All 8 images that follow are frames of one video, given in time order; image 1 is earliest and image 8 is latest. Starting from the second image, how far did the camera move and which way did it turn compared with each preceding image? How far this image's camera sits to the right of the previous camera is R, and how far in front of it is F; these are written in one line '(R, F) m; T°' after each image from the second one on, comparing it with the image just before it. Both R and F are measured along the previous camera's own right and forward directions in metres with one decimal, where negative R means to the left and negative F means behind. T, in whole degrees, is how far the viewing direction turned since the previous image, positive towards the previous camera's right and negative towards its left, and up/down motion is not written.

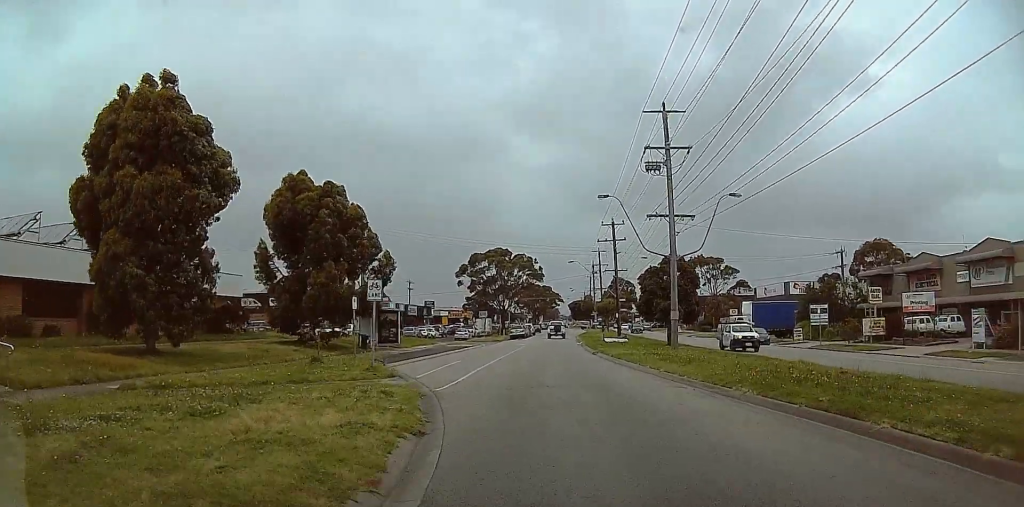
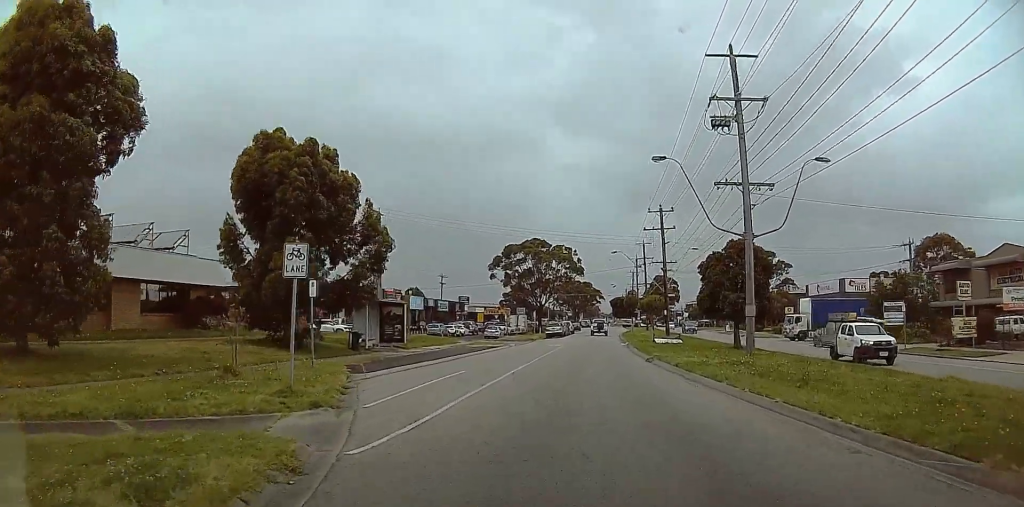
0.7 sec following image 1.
(-0.1, +6.9) m; -1°
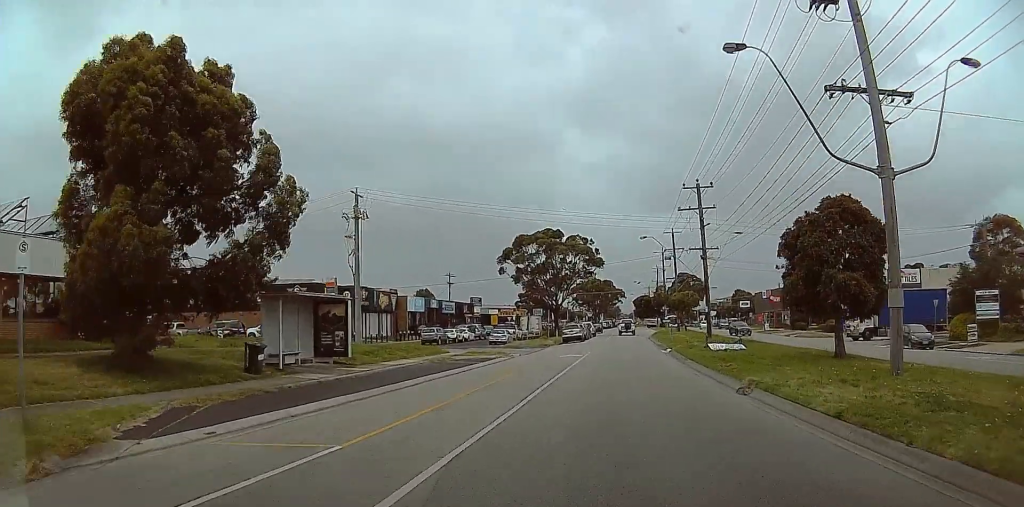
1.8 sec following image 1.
(-0.1, +10.0) m; -6°
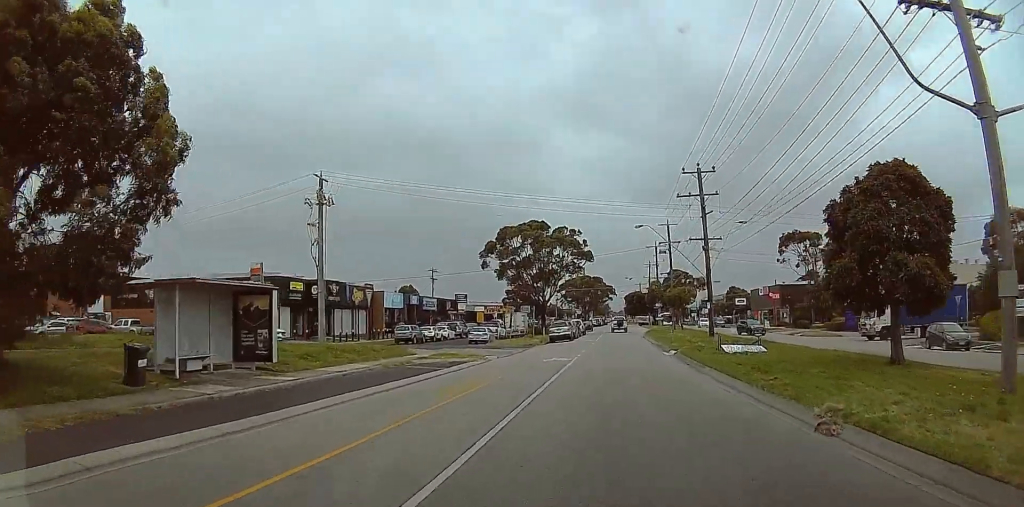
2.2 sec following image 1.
(-0.3, +5.3) m; -1°
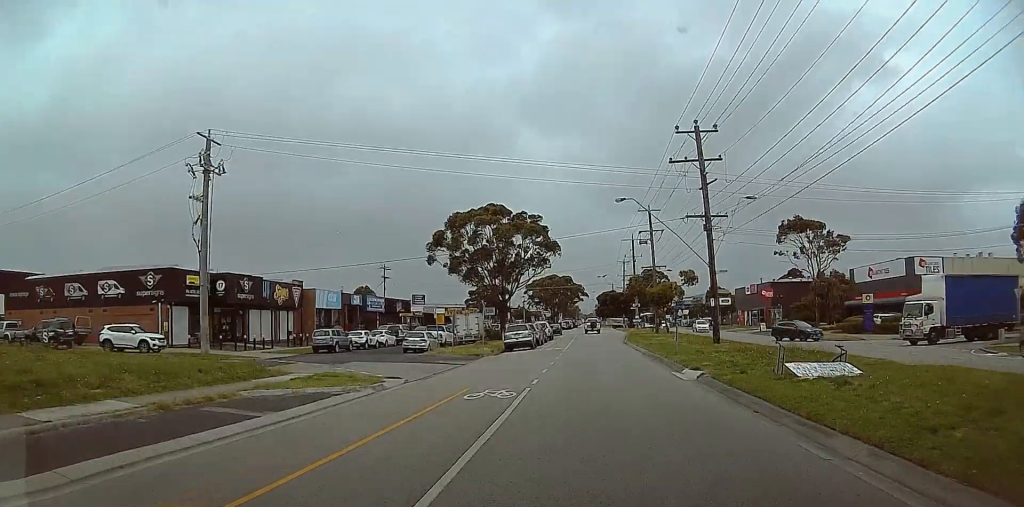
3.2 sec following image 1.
(-0.3, +11.6) m; +3°
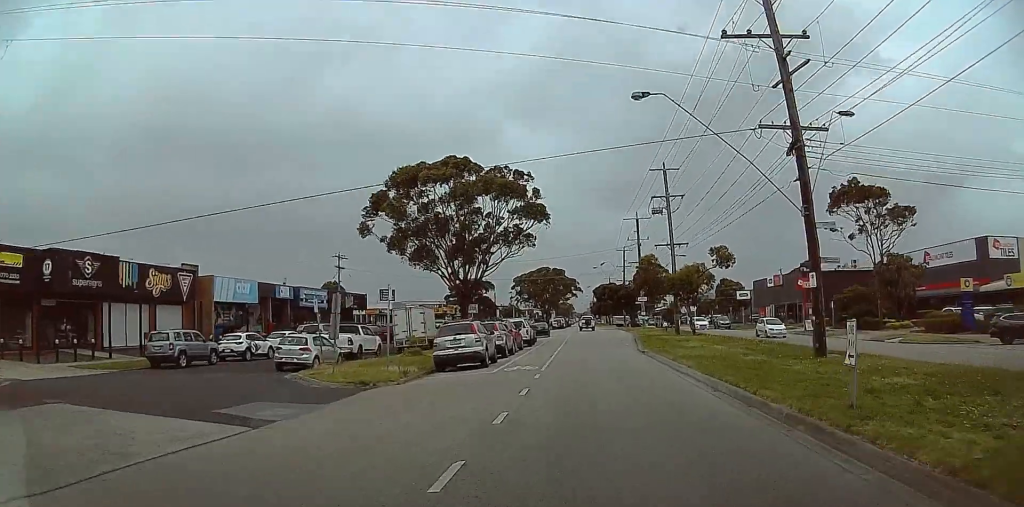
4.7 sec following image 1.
(+1.5, +16.1) m; +3°
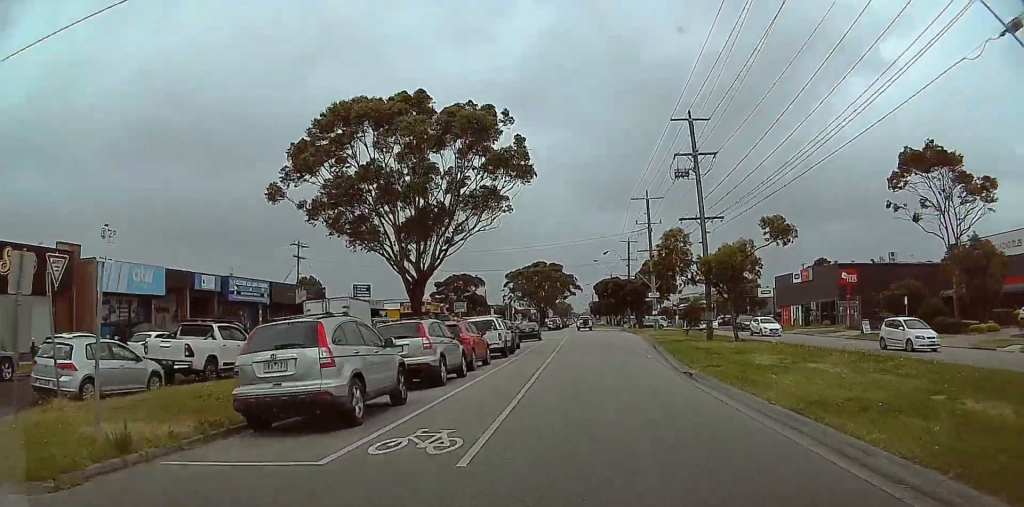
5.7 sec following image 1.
(-0.7, +12.3) m; -4°
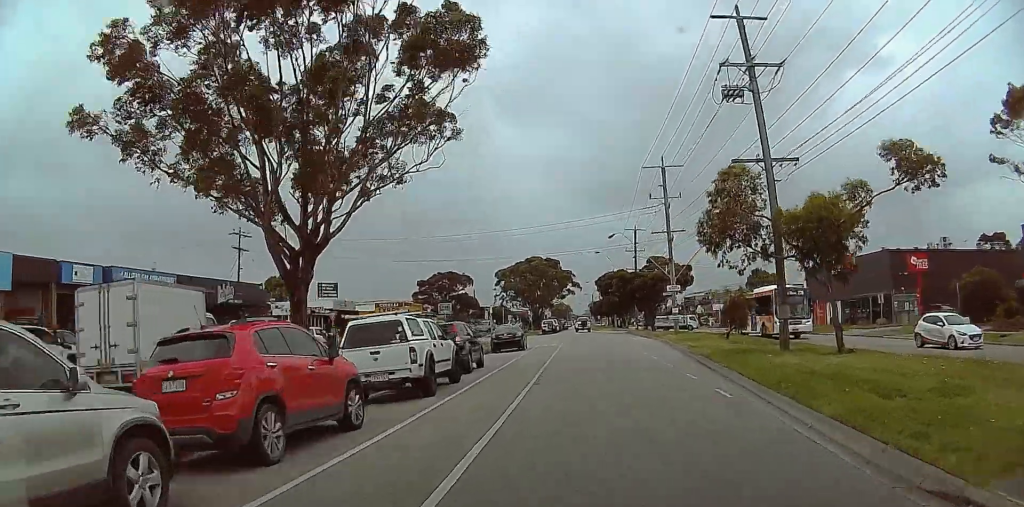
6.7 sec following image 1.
(-0.3, +13.5) m; +1°
